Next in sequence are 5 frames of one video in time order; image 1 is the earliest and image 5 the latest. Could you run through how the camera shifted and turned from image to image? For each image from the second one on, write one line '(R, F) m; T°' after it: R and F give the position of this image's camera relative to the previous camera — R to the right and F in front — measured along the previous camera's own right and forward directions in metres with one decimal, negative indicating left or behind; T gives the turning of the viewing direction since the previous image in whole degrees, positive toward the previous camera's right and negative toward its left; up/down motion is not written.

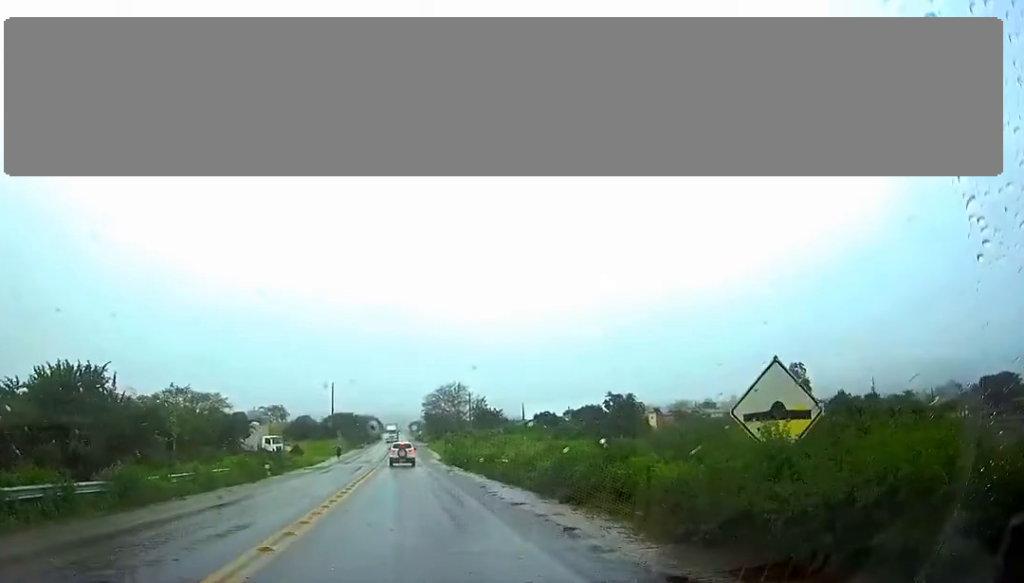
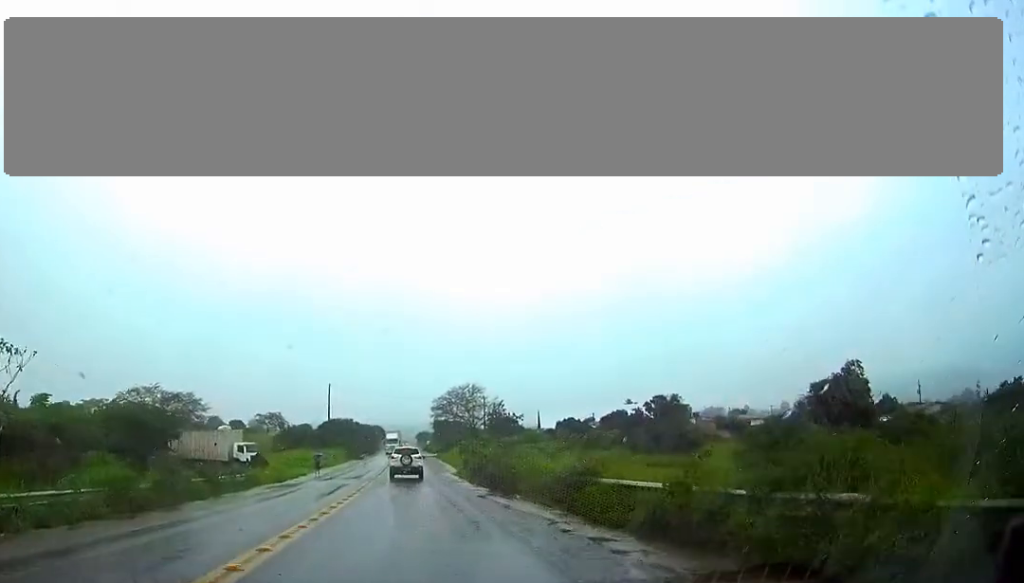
(-0.2, +20.2) m; -1°
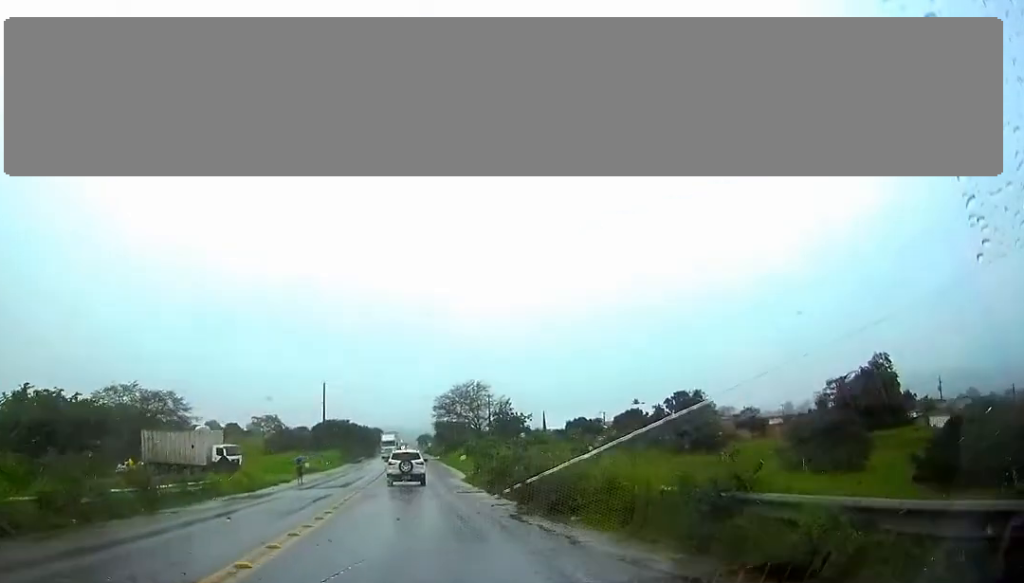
(0.0, +8.8) m; 0°
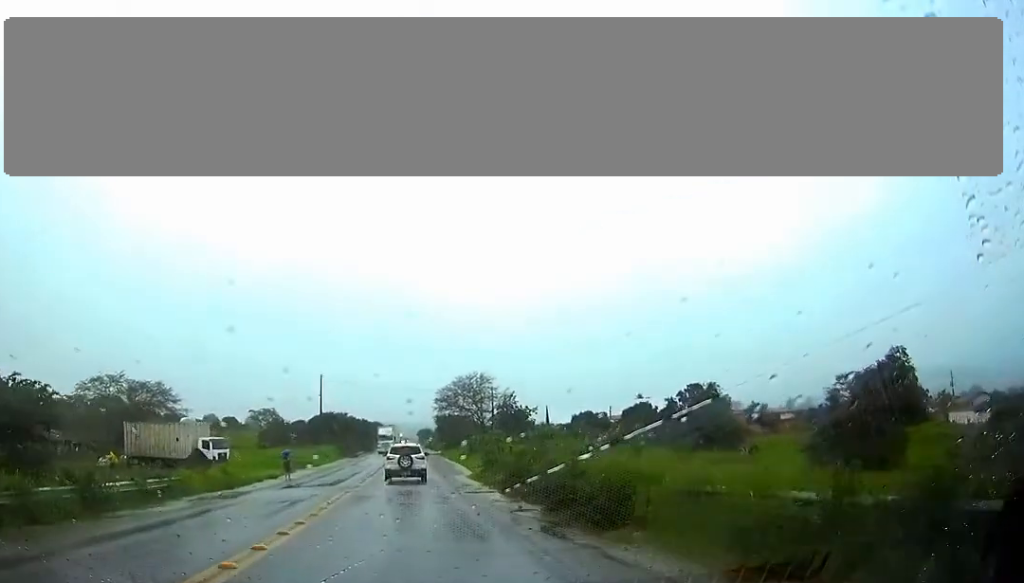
(0.0, +4.9) m; 0°
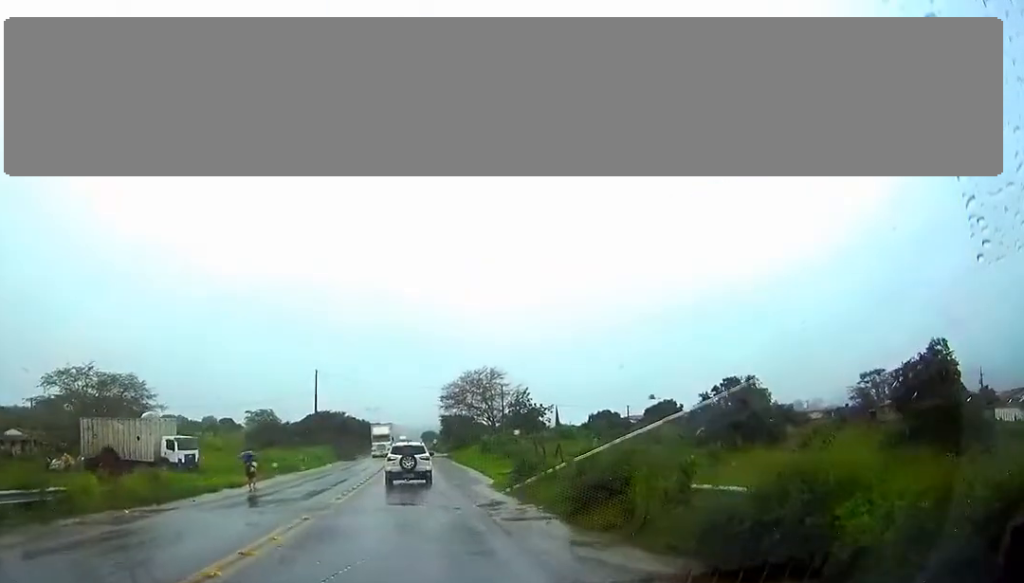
(0.0, +10.3) m; -2°
